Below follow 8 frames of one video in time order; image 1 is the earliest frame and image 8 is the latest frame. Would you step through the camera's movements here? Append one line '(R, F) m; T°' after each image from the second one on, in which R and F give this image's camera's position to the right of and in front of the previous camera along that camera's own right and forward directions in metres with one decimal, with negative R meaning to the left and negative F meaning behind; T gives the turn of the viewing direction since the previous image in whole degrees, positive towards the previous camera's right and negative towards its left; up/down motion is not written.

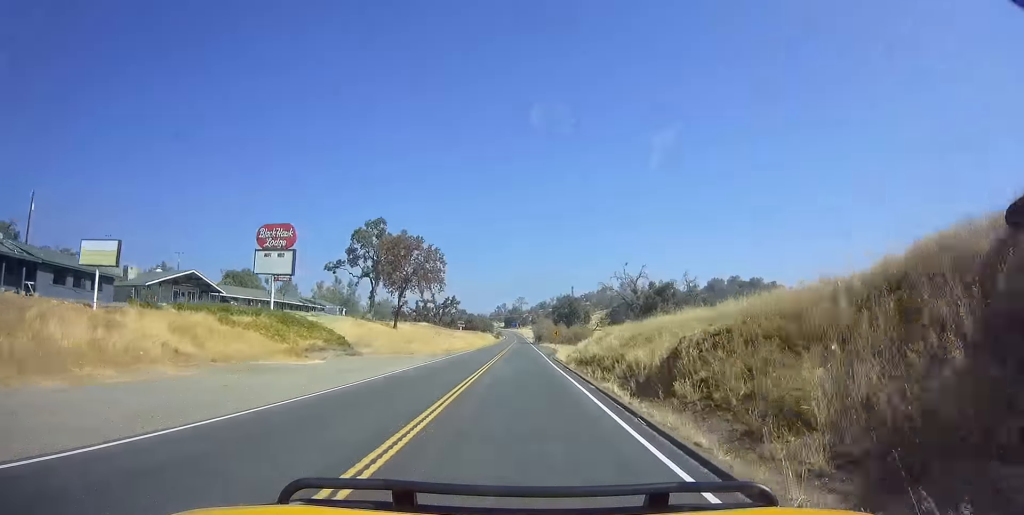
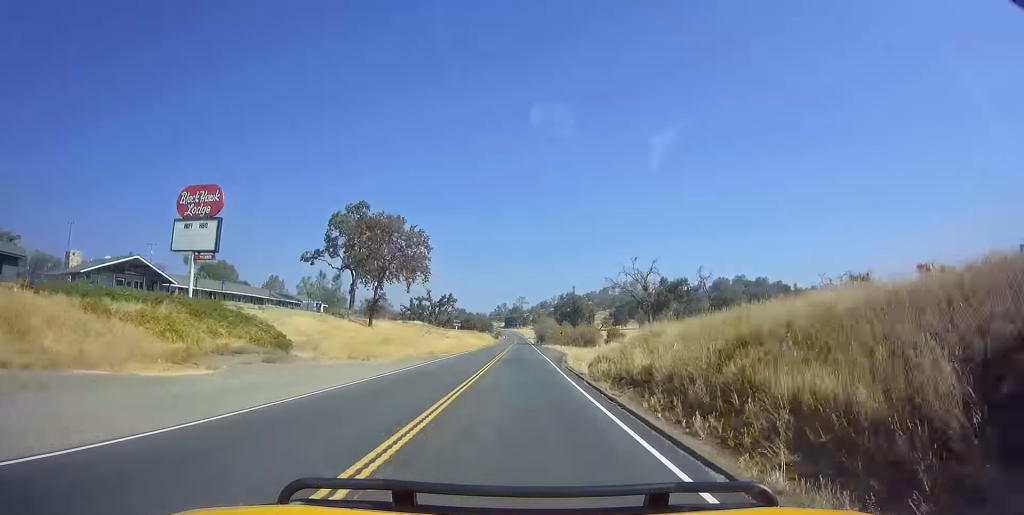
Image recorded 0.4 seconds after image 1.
(+0.1, +11.7) m; 0°
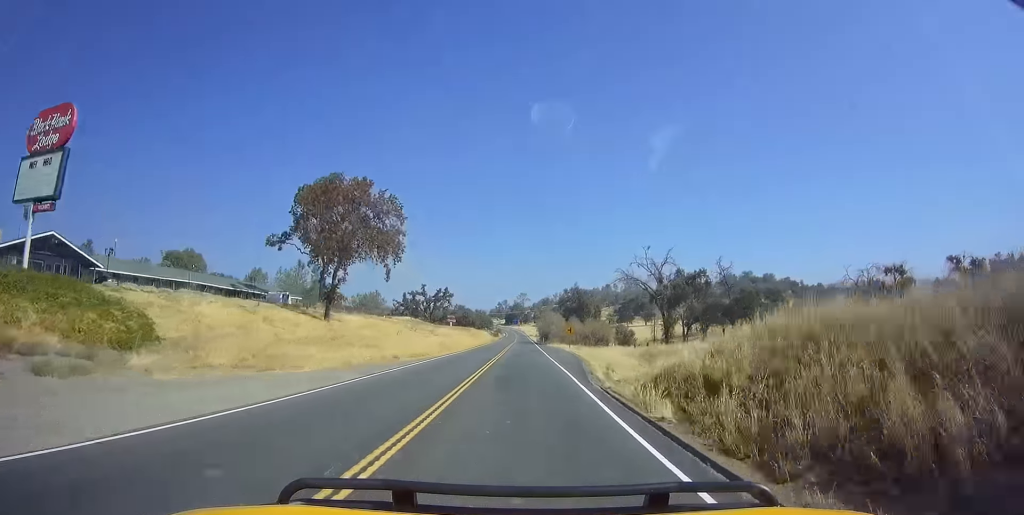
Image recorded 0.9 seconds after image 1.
(-0.3, +13.3) m; -1°
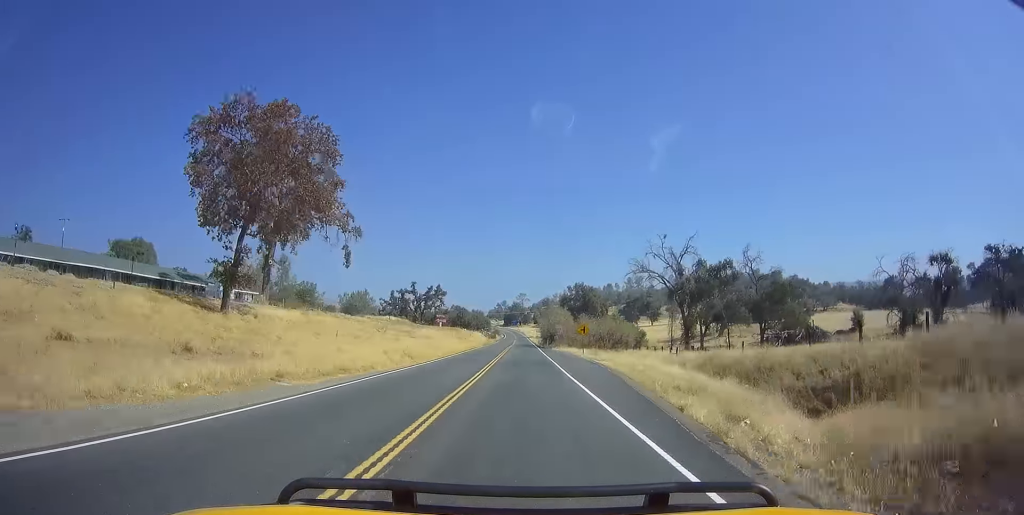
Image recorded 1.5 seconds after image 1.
(-0.2, +15.9) m; -1°
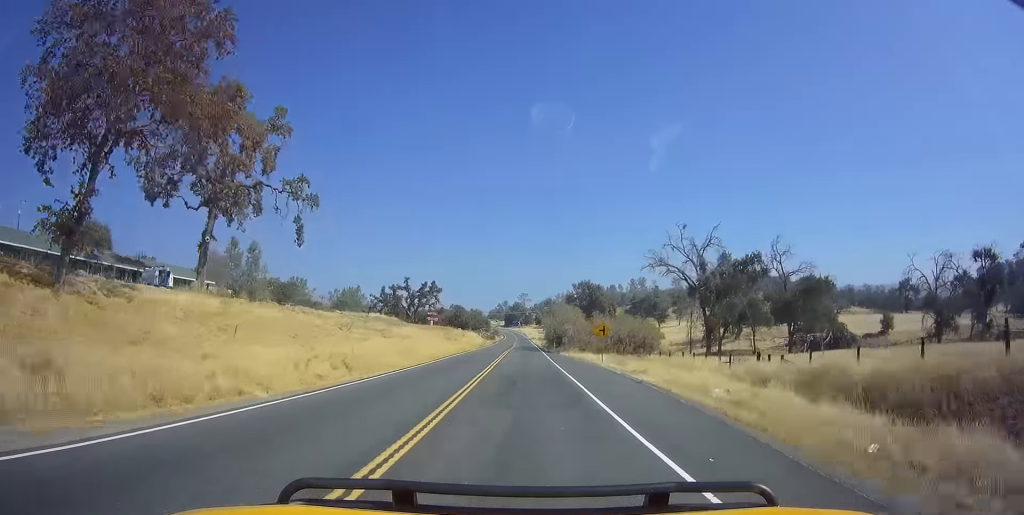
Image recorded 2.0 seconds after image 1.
(0.0, +12.4) m; 0°
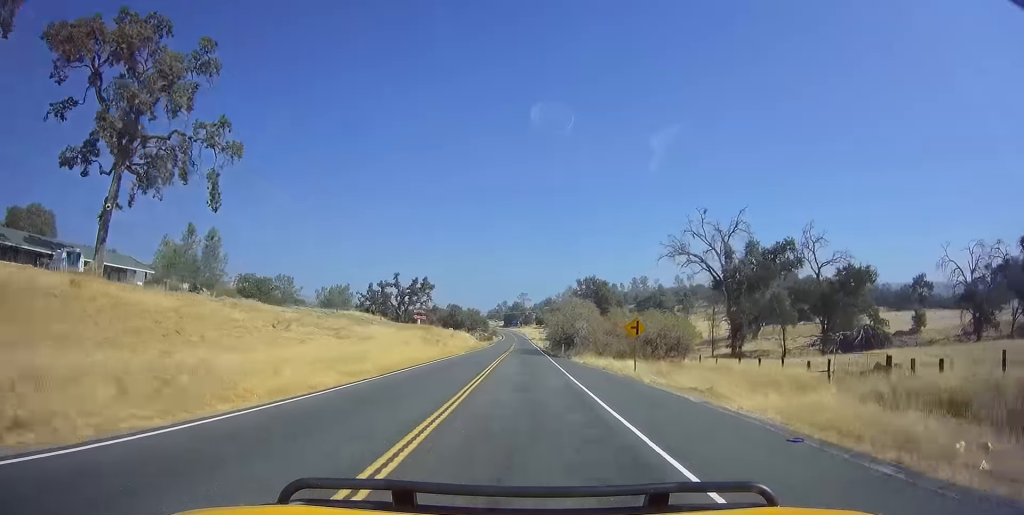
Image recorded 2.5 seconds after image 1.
(0.0, +12.4) m; 0°
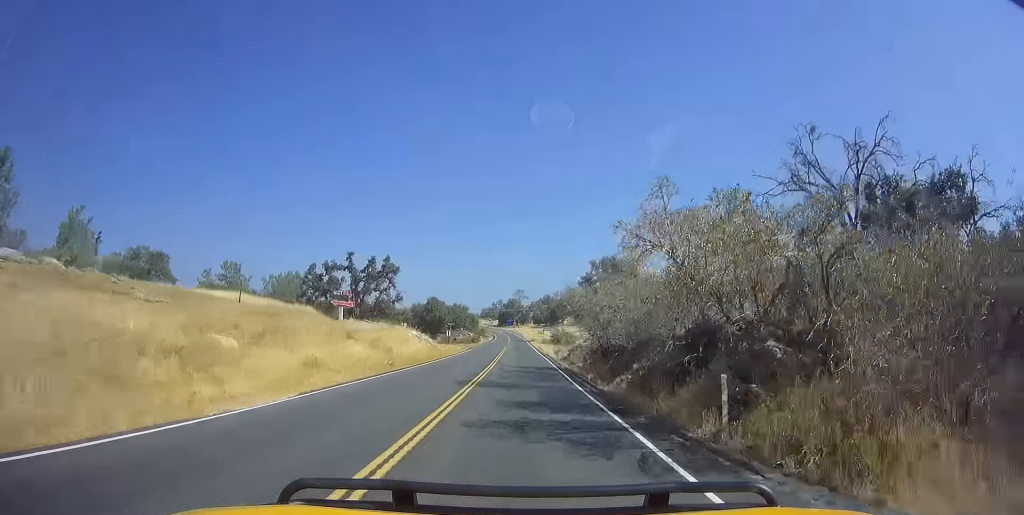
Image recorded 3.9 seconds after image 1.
(0.0, +37.5) m; +1°
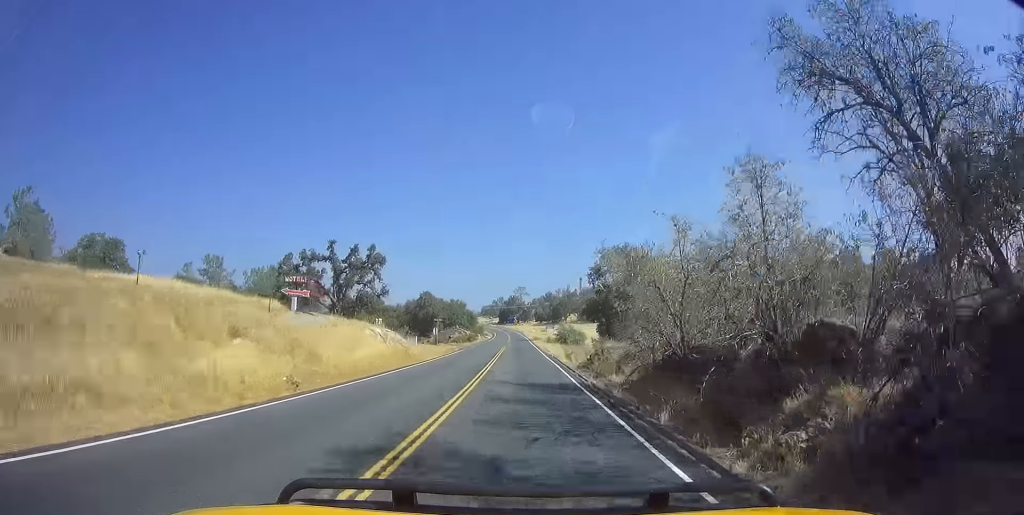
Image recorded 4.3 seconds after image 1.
(-0.2, +11.6) m; +1°
